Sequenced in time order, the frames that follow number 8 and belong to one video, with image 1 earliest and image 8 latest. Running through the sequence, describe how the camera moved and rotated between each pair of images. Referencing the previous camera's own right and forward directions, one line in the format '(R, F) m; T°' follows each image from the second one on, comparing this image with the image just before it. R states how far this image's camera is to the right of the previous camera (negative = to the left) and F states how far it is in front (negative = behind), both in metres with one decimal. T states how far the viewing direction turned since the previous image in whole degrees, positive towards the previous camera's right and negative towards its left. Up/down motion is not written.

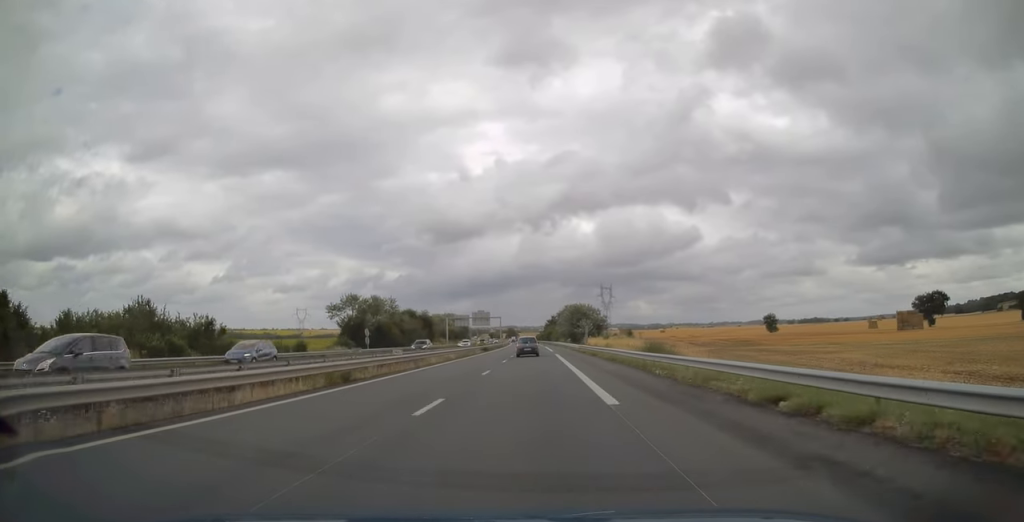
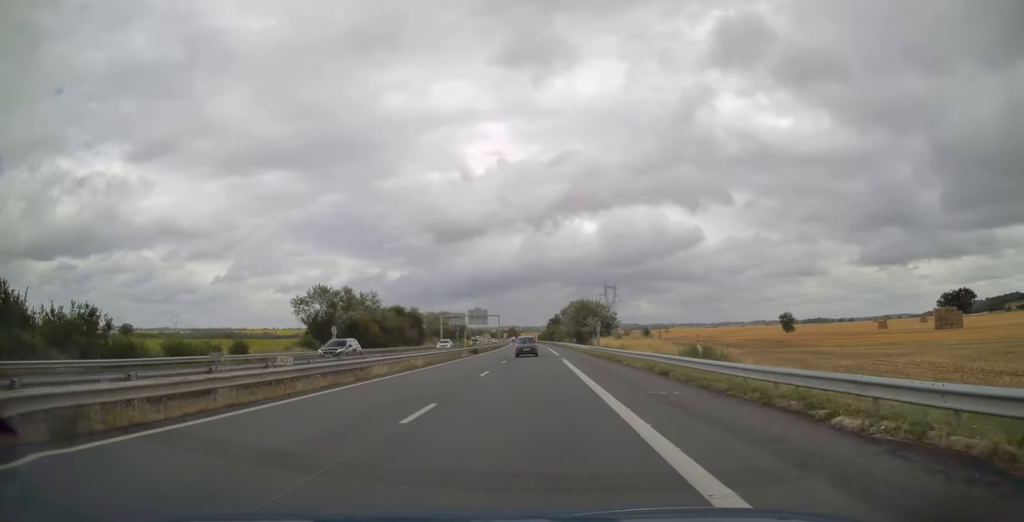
(-0.1, +14.1) m; 0°
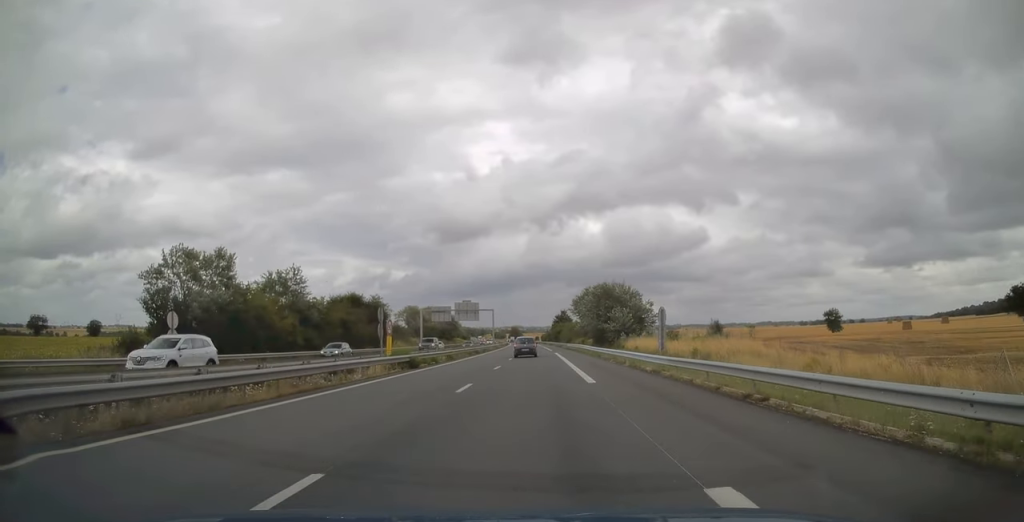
(+0.3, +33.0) m; -1°
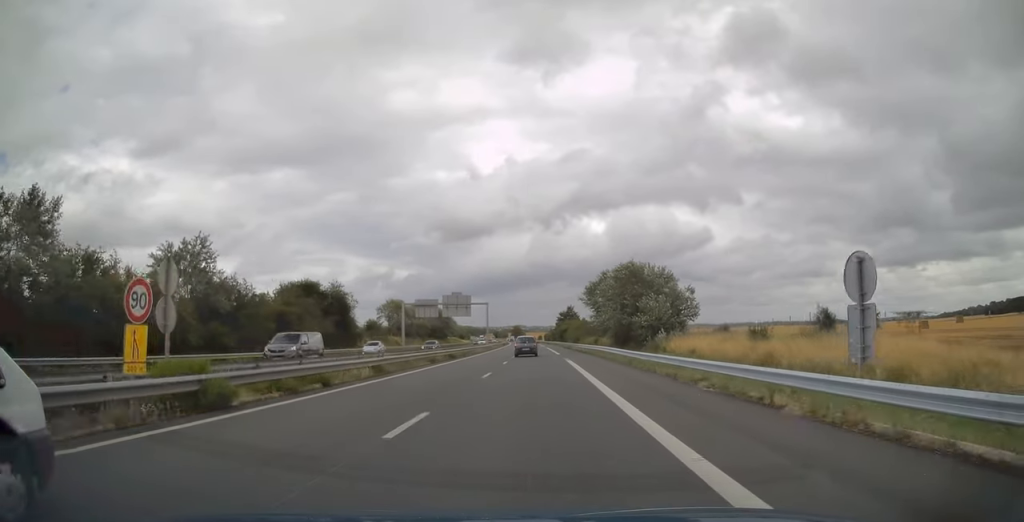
(-0.5, +20.6) m; 0°
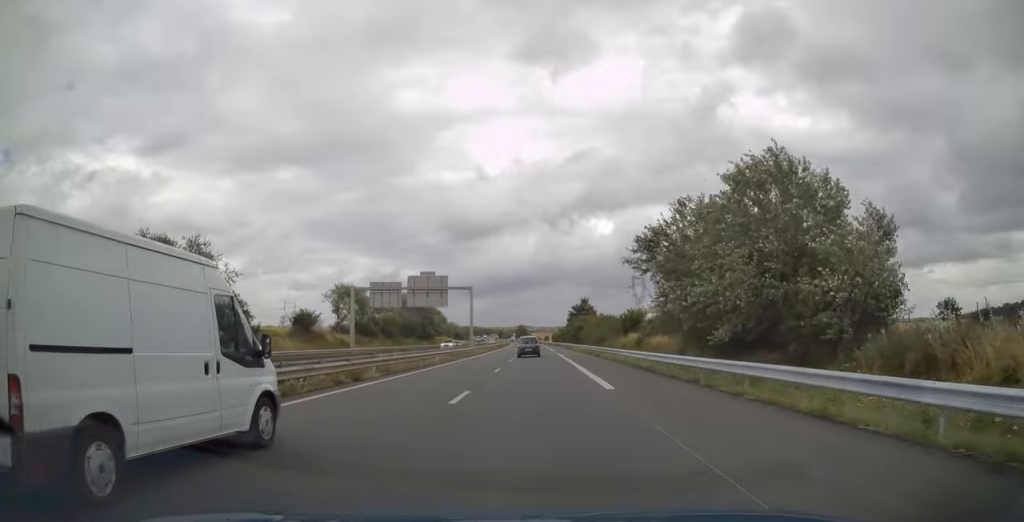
(0.0, +34.7) m; 0°
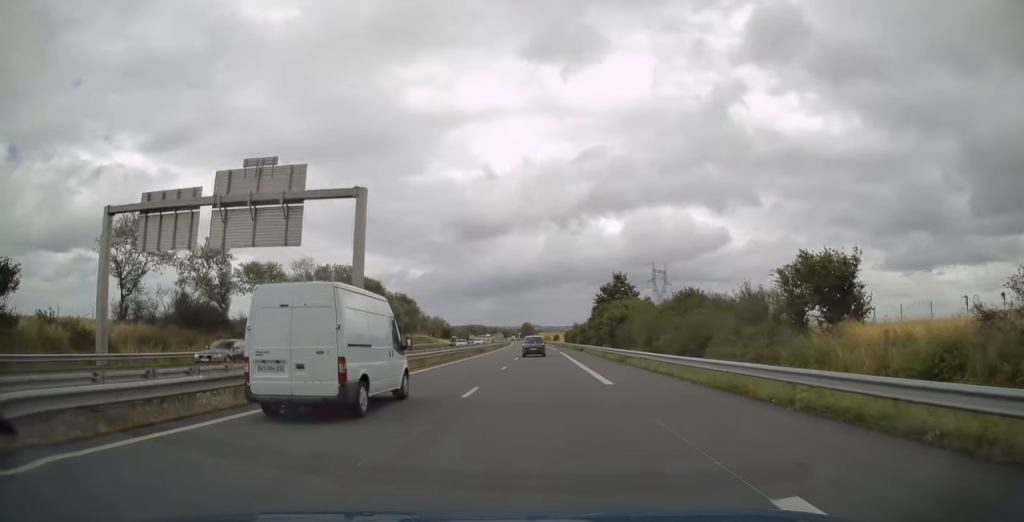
(-0.1, +50.9) m; -1°
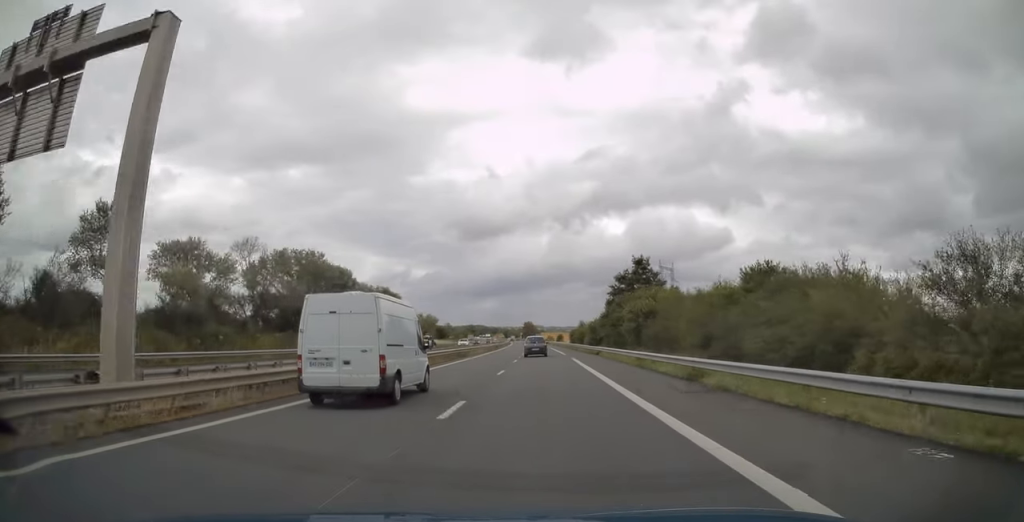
(-0.2, +16.8) m; 0°
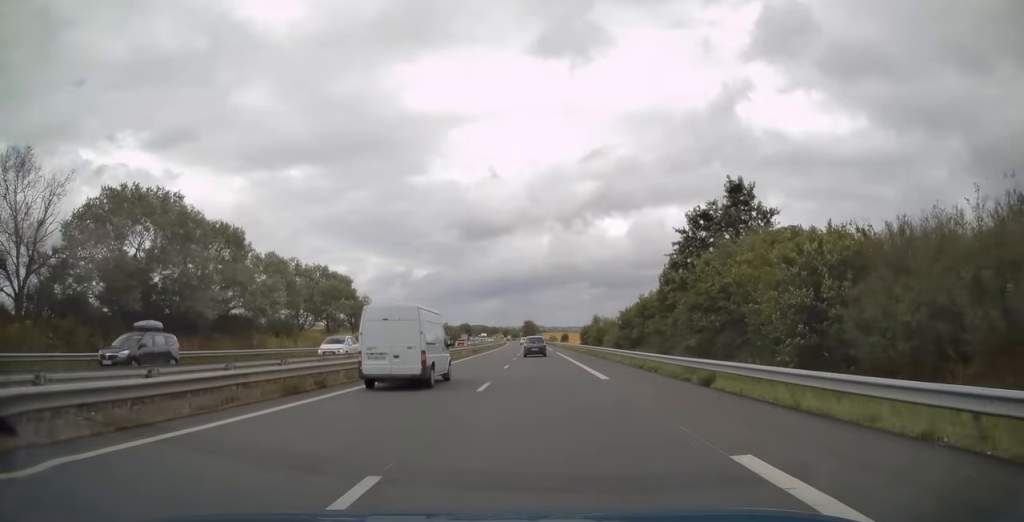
(-0.1, +33.6) m; -1°
